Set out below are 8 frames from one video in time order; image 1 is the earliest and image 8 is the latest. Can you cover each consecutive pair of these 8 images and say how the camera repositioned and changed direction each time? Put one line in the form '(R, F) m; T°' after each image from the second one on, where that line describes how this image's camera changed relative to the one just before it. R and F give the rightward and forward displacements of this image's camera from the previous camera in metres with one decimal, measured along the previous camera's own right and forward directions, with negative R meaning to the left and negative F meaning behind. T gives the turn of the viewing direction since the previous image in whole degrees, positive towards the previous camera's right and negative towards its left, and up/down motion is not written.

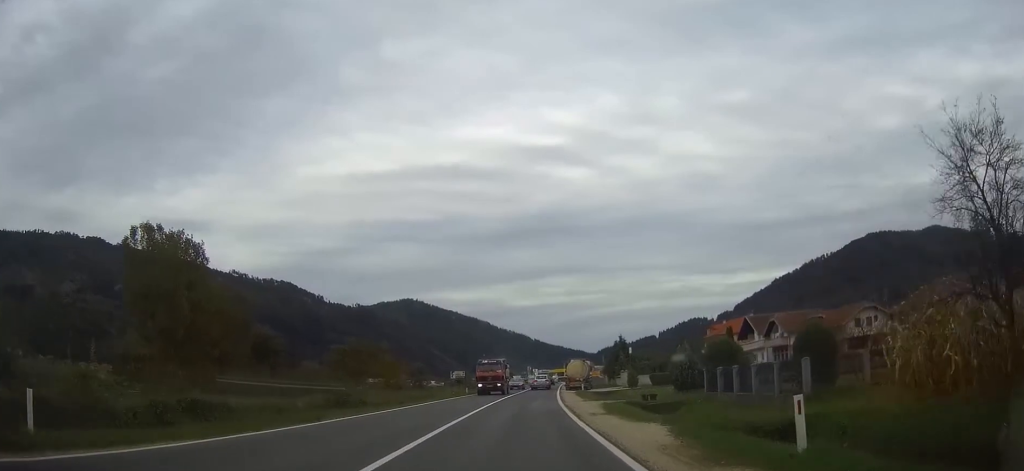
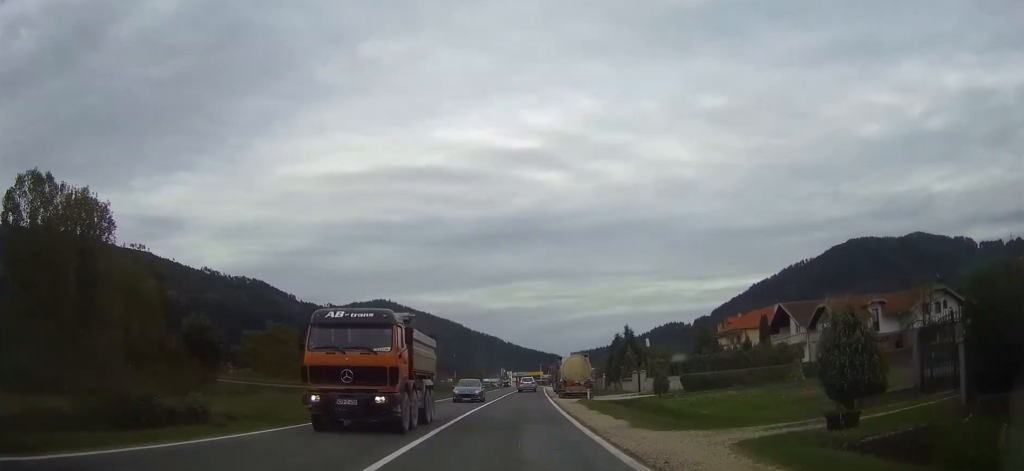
(+0.3, +20.9) m; +2°
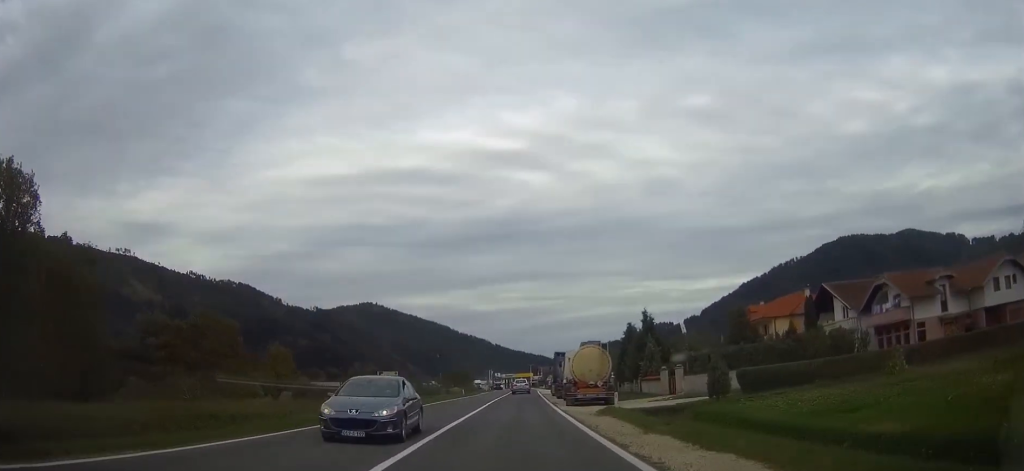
(+0.1, +13.9) m; +1°
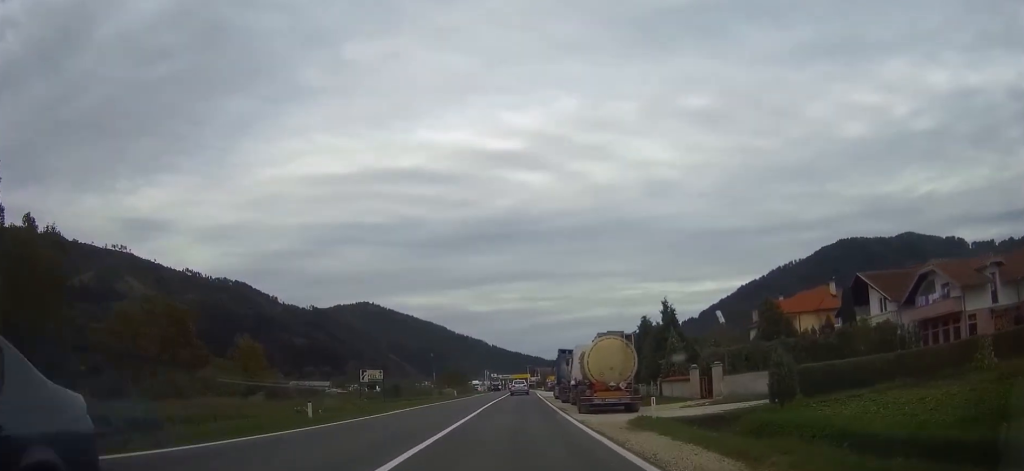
(+0.1, +7.5) m; 0°
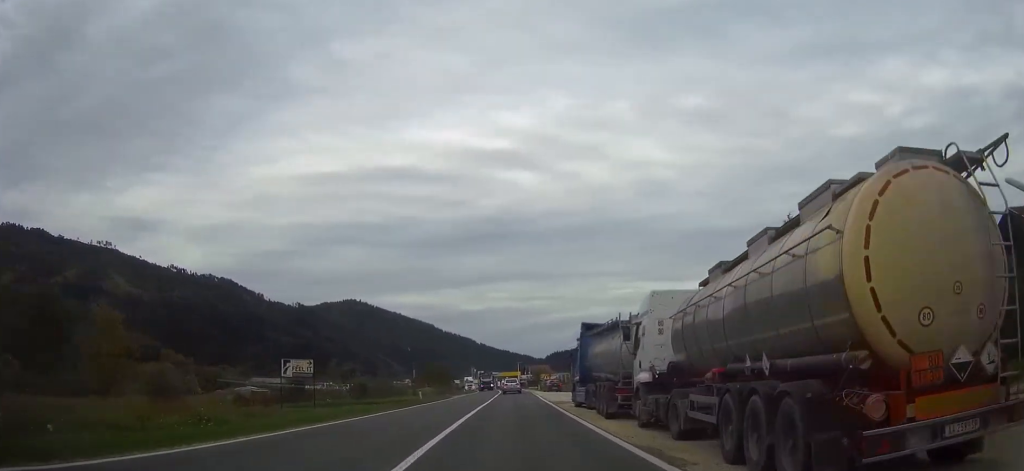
(+0.2, +21.4) m; +1°
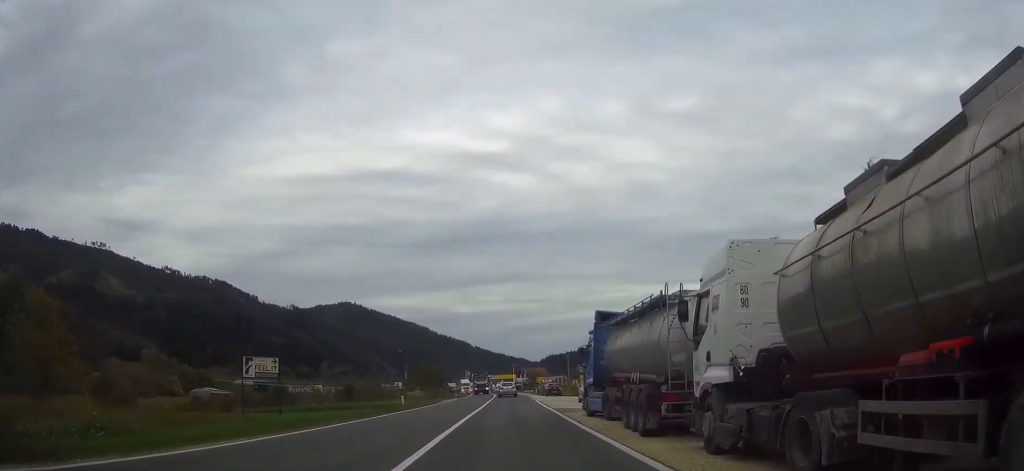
(0.0, +6.4) m; 0°
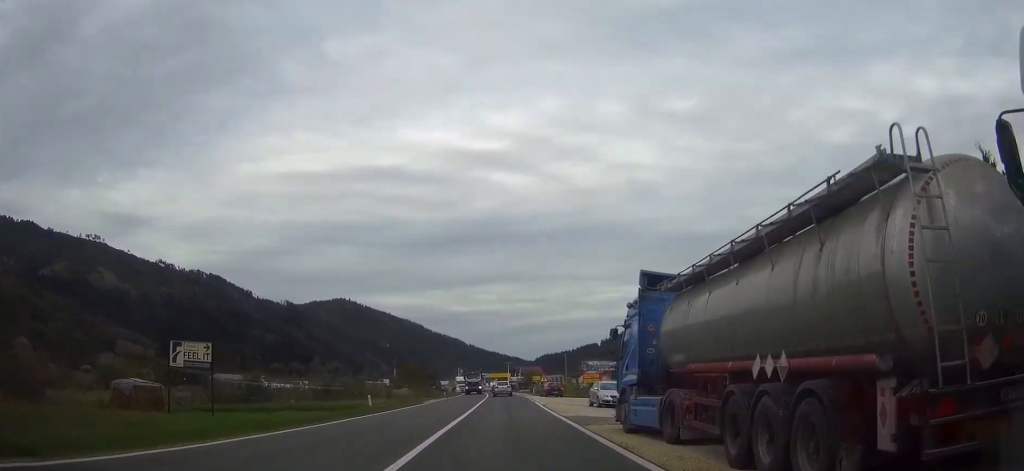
(+0.1, +9.1) m; 0°
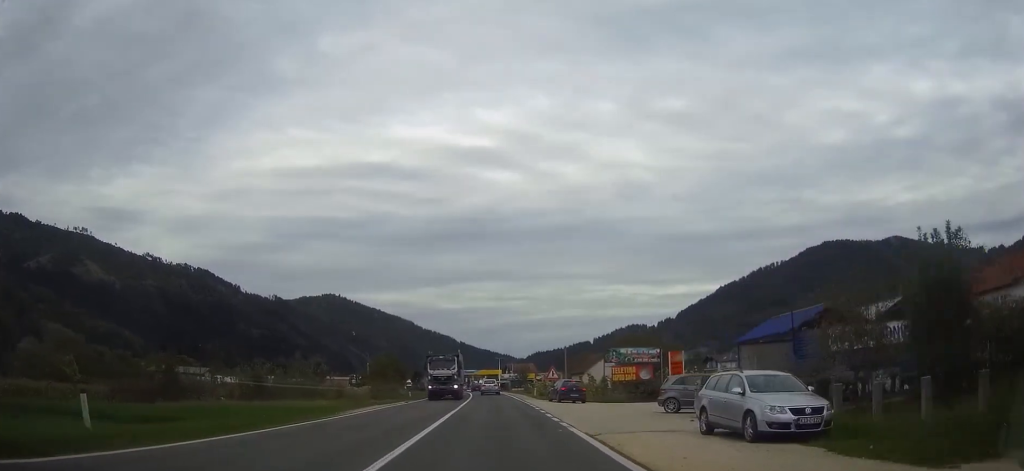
(+0.1, +24.1) m; +1°
